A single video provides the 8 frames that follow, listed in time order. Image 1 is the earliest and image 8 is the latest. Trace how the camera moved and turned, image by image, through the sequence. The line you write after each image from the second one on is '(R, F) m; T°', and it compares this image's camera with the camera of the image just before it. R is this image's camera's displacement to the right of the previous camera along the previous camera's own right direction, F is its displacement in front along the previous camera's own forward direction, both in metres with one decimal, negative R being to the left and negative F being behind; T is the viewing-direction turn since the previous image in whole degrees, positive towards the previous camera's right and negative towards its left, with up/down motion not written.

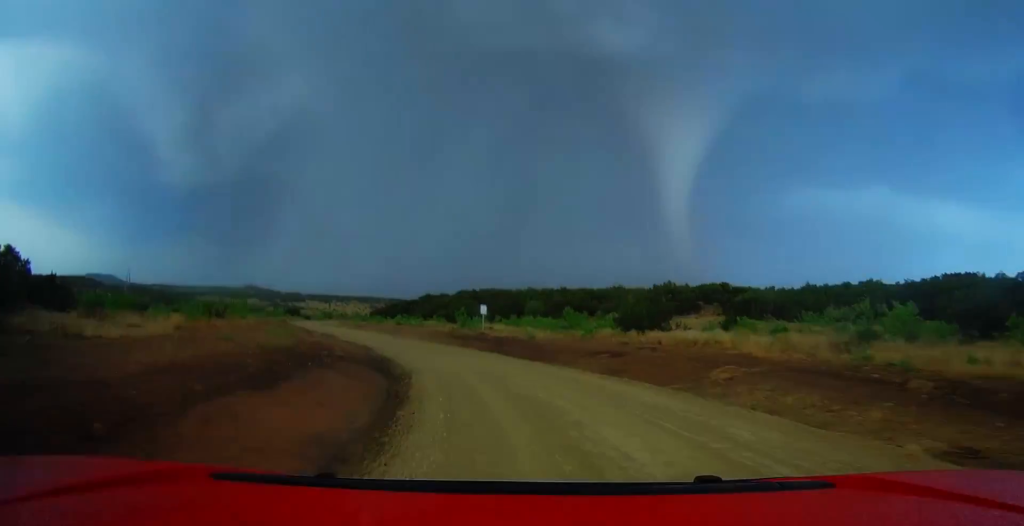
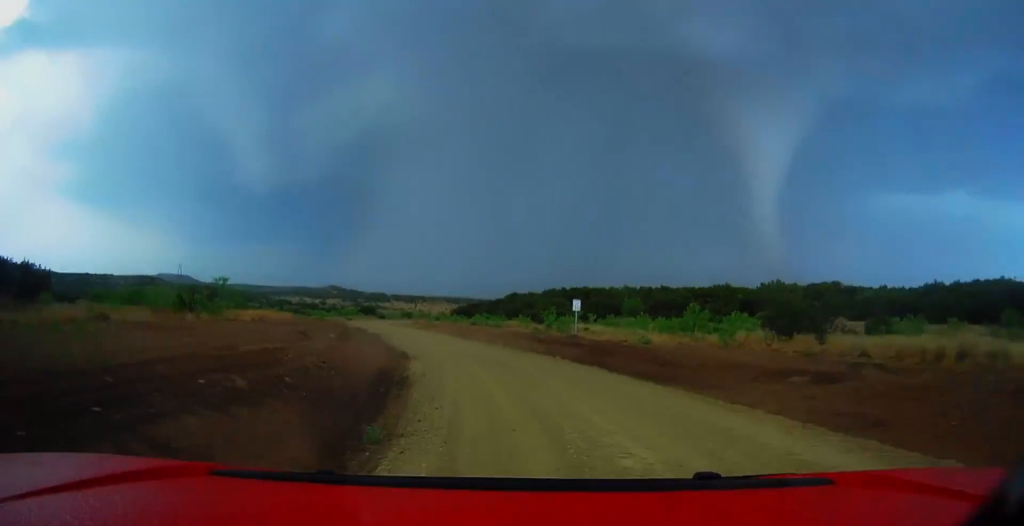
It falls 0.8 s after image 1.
(-0.8, +13.1) m; -7°
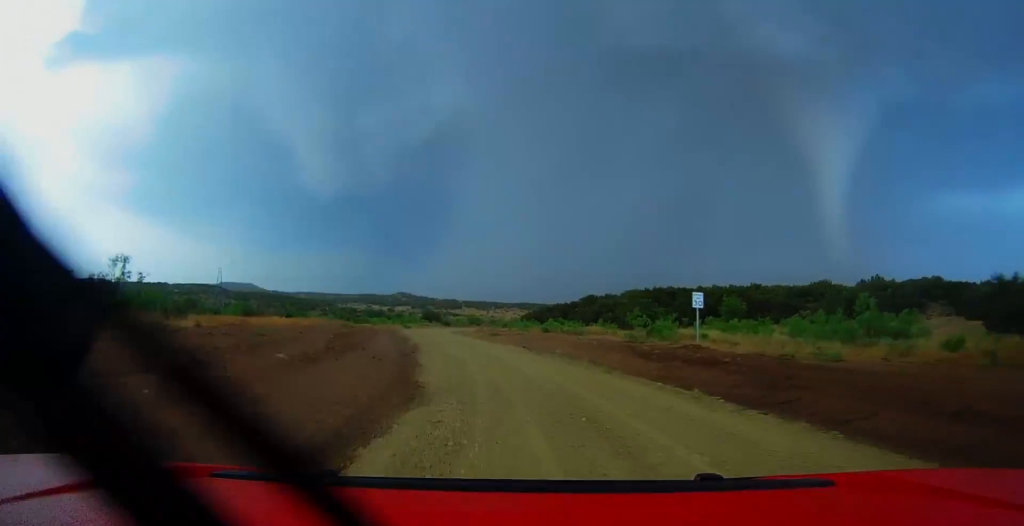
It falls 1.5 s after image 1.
(-0.4, +13.1) m; -5°
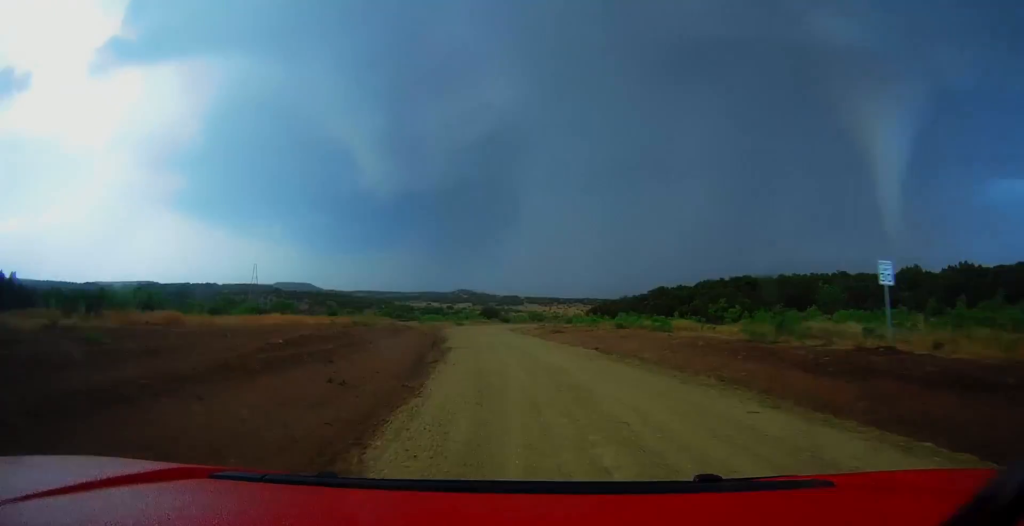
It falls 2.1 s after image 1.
(-0.6, +11.0) m; -3°
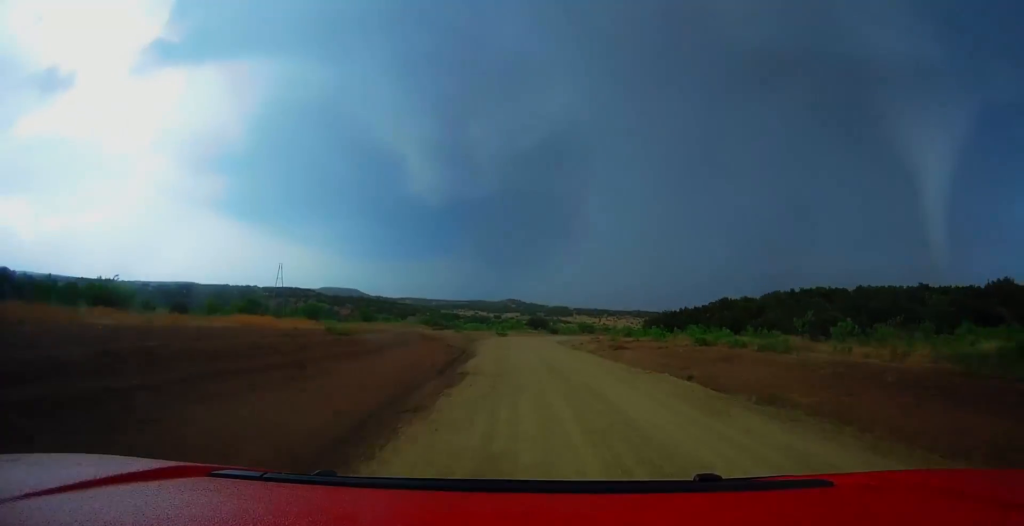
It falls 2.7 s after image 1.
(-0.3, +11.2) m; -2°
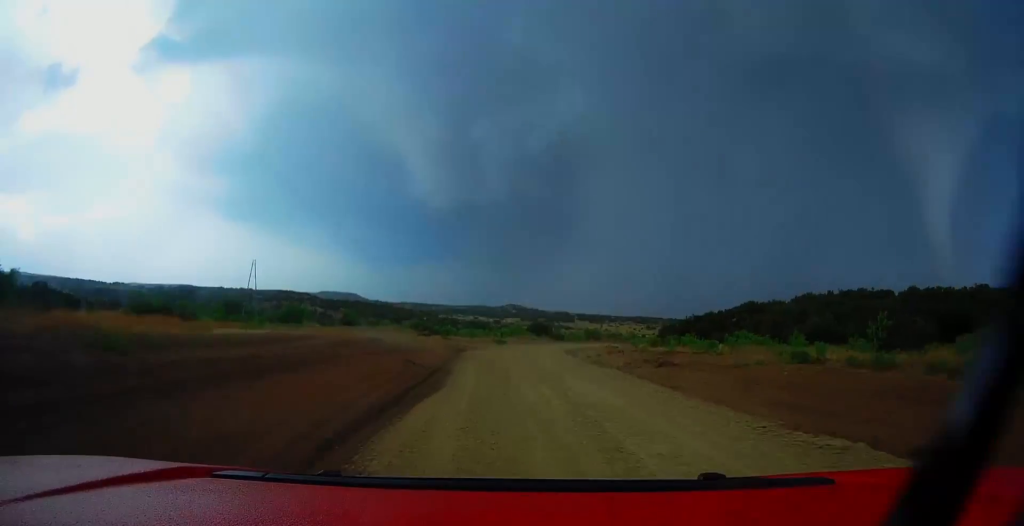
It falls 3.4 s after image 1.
(-0.3, +13.2) m; -1°
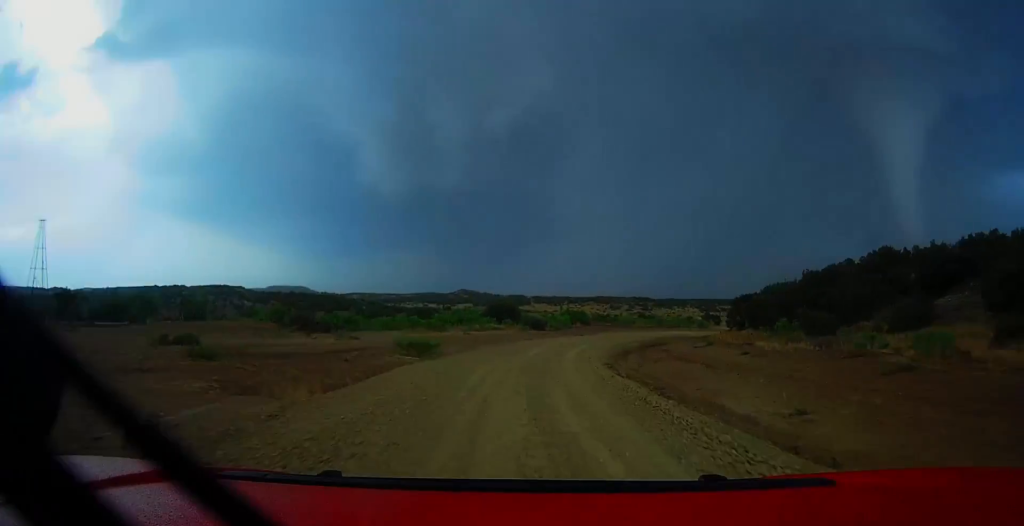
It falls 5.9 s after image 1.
(+1.0, +47.9) m; +6°
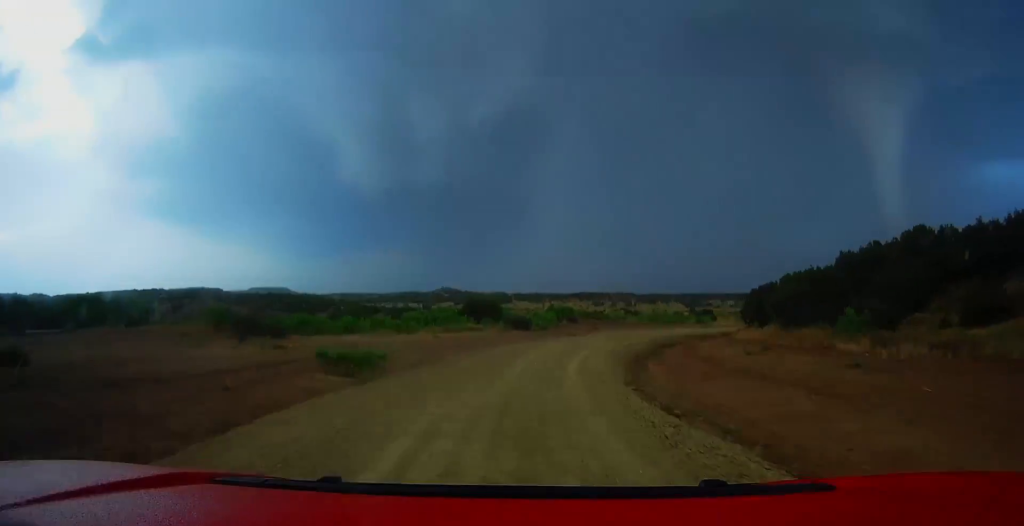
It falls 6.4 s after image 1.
(-0.1, +8.3) m; +3°
